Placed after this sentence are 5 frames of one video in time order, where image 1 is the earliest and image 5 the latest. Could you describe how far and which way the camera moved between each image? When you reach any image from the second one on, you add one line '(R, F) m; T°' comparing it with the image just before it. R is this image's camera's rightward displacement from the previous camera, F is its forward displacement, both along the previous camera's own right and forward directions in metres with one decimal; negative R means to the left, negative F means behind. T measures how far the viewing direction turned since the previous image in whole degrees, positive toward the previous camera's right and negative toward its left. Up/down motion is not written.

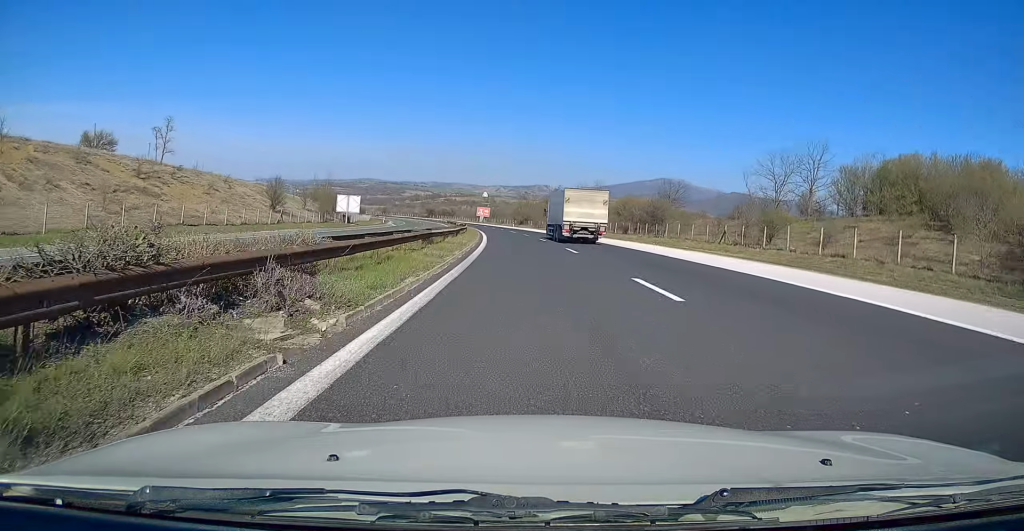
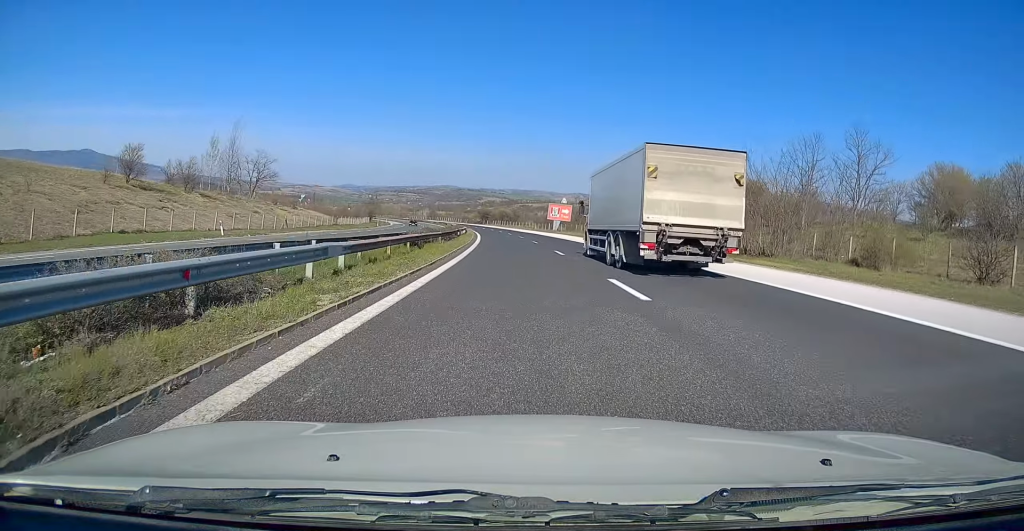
(-5.7, +95.0) m; -7°
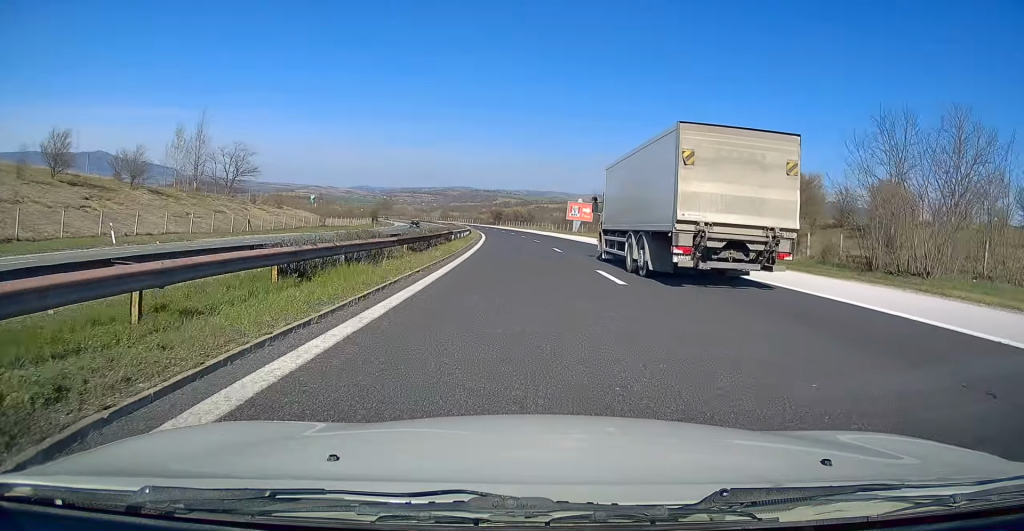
(-0.2, +13.2) m; -1°
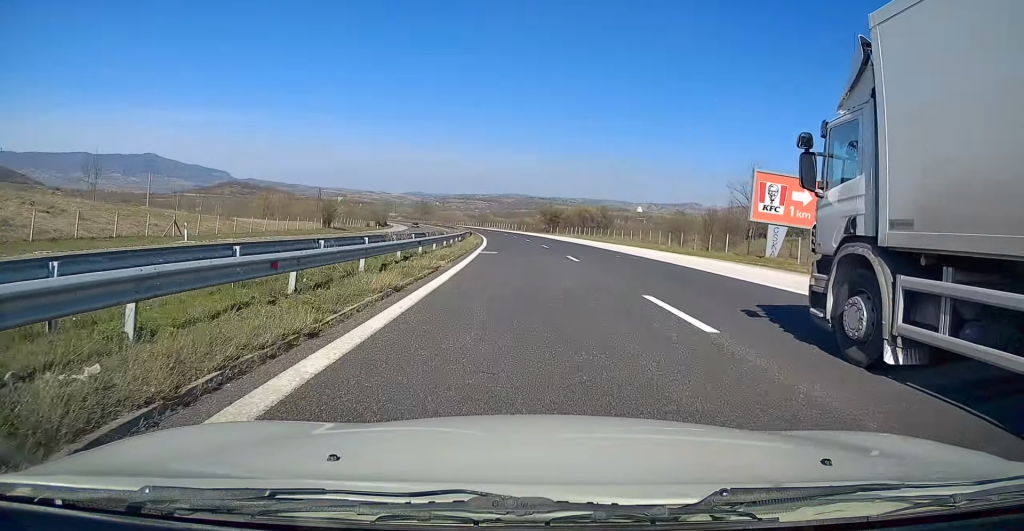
(-3.1, +69.5) m; -5°
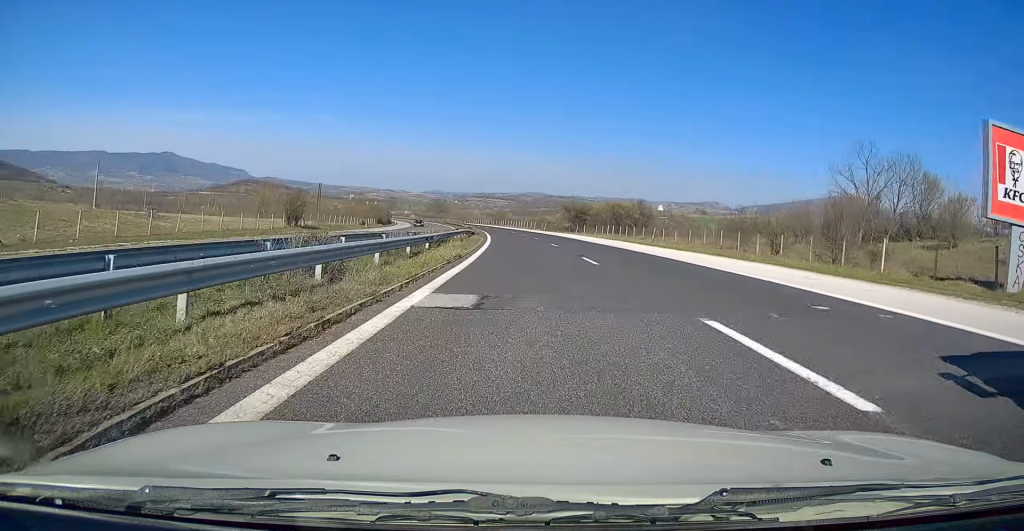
(-0.2, +19.4) m; -2°
